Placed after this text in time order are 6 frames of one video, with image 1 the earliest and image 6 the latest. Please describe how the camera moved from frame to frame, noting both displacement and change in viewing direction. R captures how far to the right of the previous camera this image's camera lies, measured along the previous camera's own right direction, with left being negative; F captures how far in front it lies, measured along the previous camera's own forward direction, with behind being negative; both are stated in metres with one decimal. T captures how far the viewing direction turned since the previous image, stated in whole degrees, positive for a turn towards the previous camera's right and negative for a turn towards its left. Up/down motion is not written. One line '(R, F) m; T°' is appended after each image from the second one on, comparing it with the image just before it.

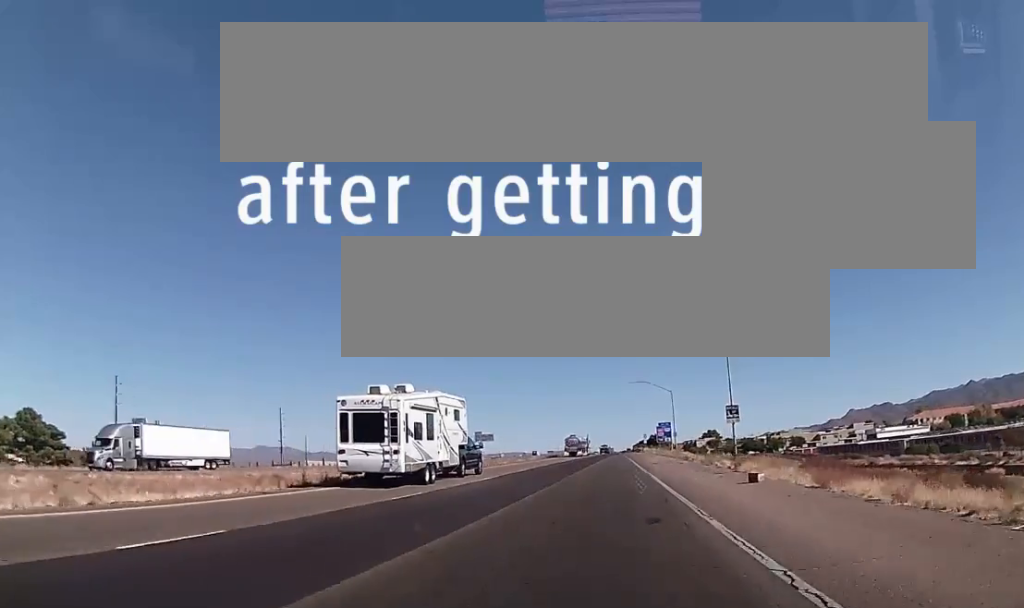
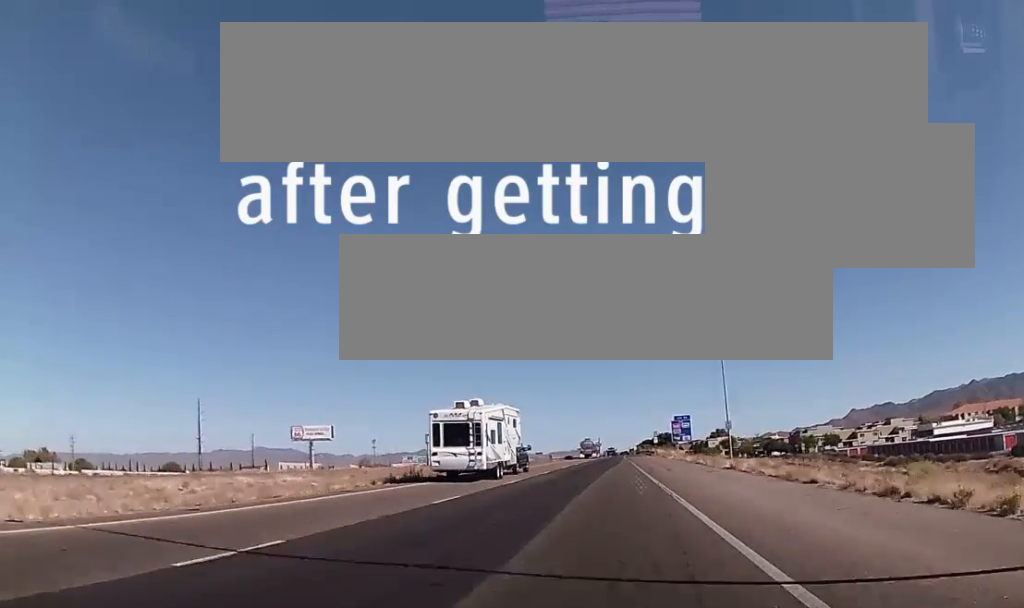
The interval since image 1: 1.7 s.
(-0.2, +49.5) m; 0°
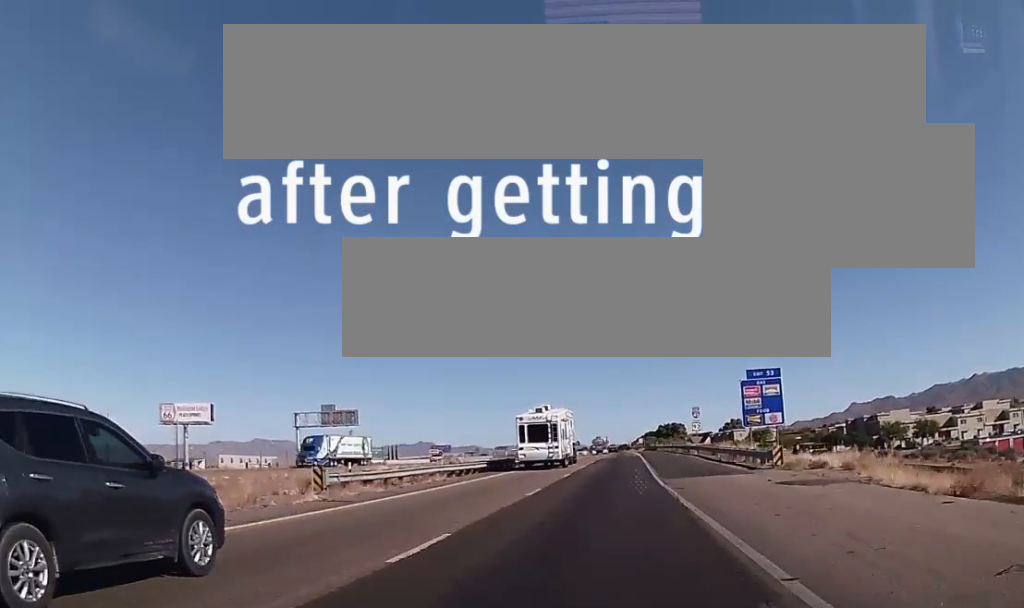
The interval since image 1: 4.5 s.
(+0.4, +84.5) m; 0°
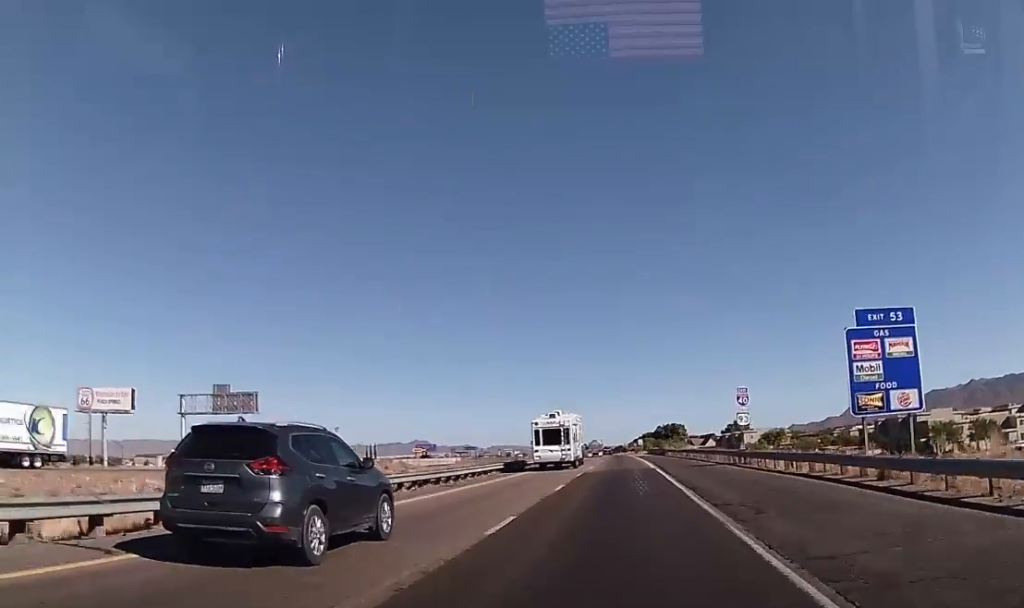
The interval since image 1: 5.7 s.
(-0.3, +34.1) m; -1°
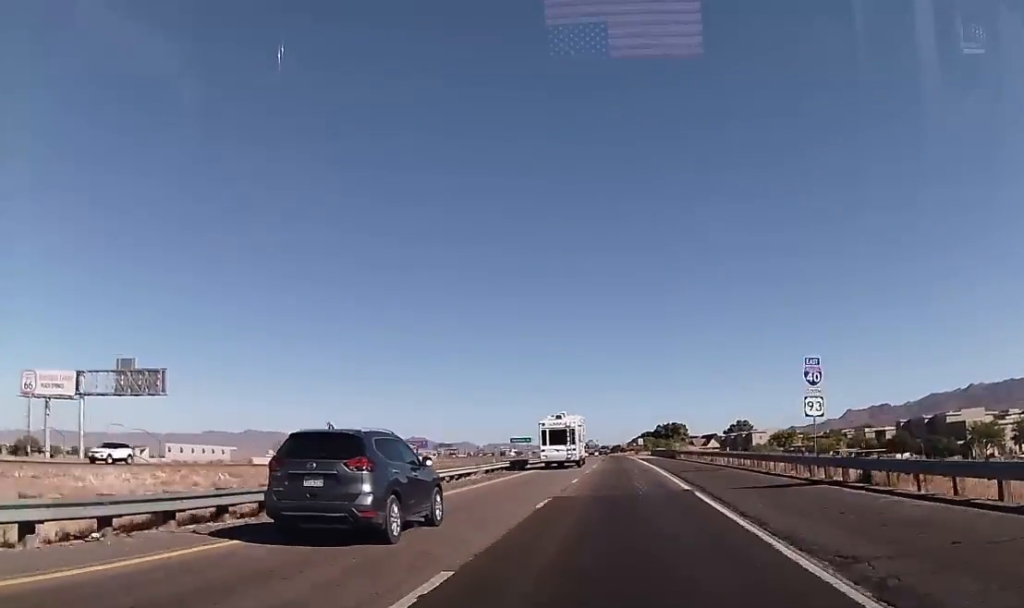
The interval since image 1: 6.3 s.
(-0.2, +18.1) m; 0°
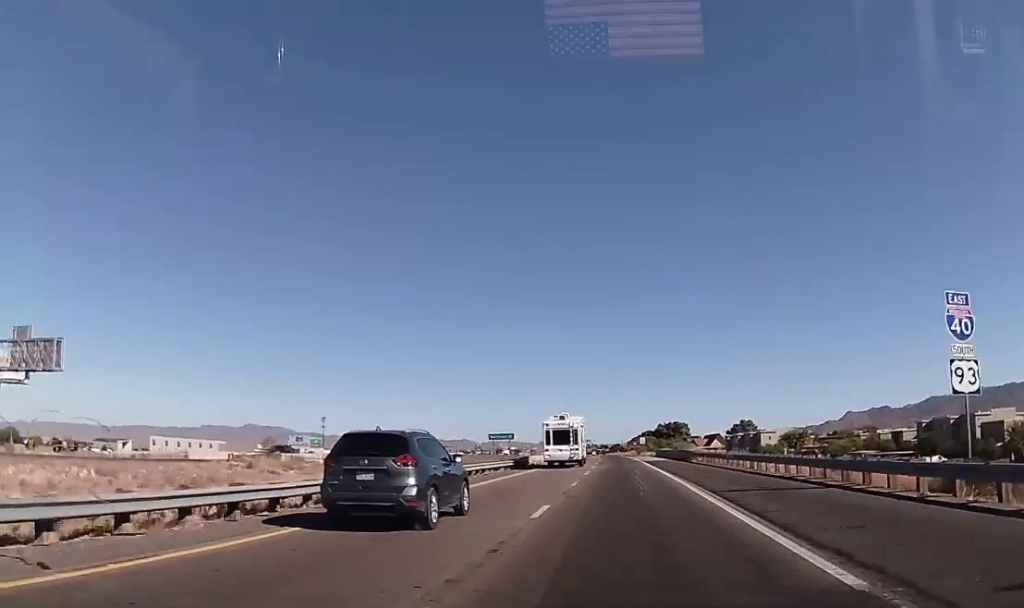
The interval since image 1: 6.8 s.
(+0.3, +15.1) m; 0°
